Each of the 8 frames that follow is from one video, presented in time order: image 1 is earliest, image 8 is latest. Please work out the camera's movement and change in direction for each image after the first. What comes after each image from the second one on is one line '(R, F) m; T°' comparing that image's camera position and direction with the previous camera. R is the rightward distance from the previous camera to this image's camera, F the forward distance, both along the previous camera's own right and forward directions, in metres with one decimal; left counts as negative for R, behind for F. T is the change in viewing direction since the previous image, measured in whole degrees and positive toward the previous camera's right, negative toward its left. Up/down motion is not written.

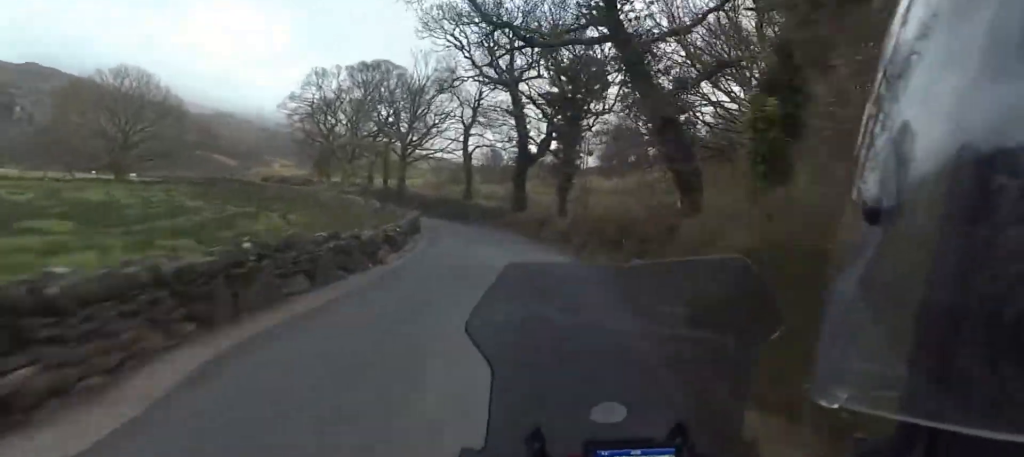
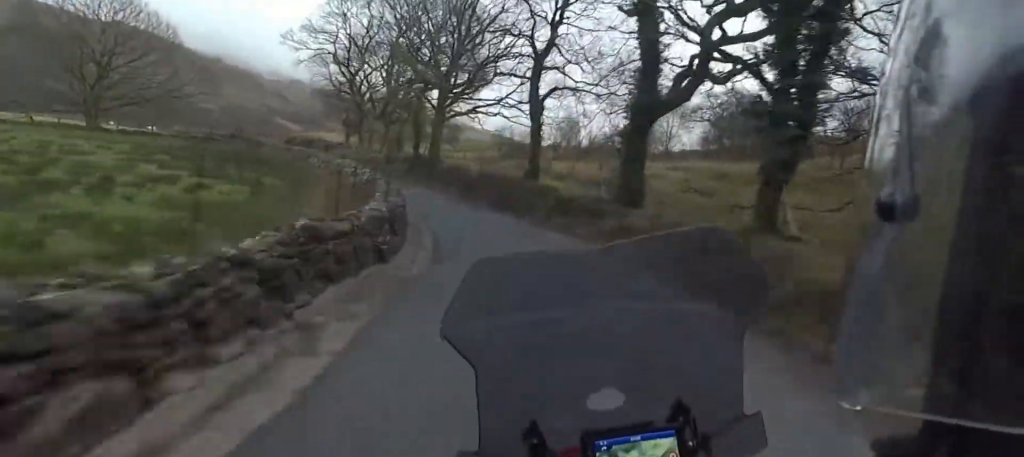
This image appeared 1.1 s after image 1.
(-0.8, +17.9) m; -7°
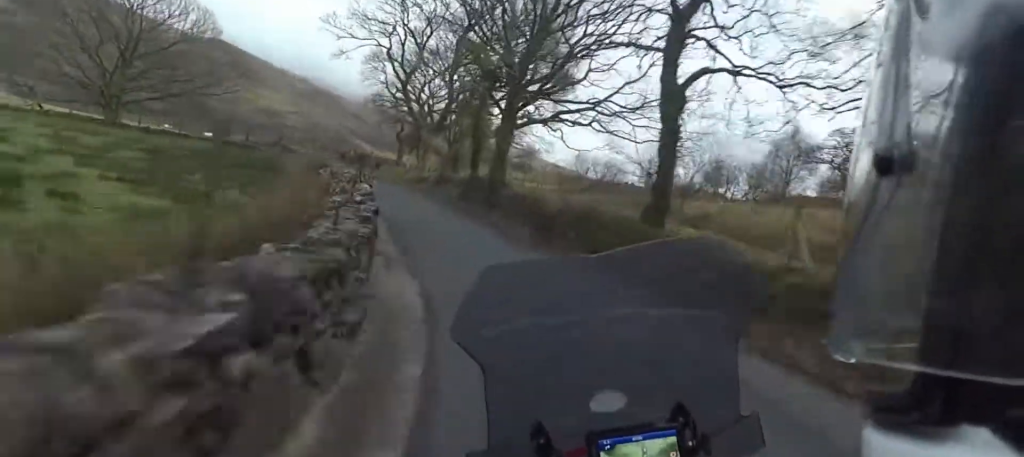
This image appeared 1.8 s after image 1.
(-0.6, +11.2) m; -6°
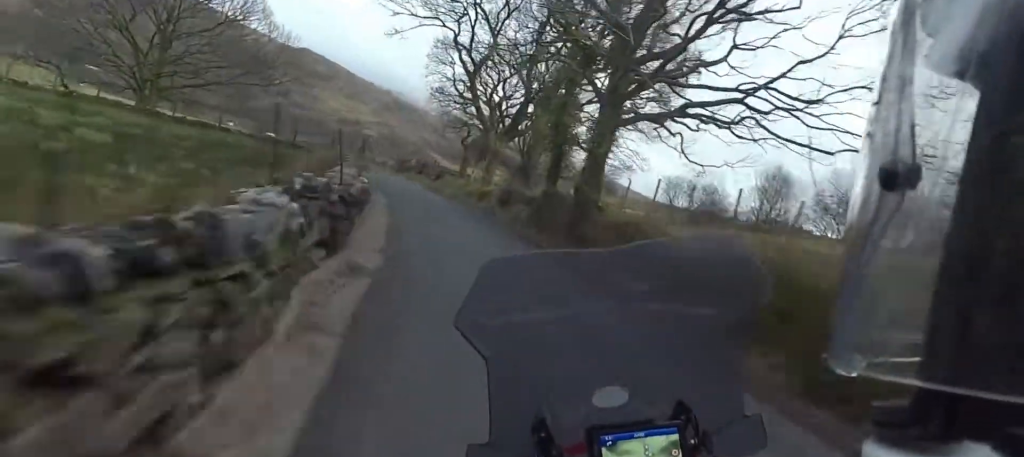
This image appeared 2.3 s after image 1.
(-0.2, +8.6) m; -6°
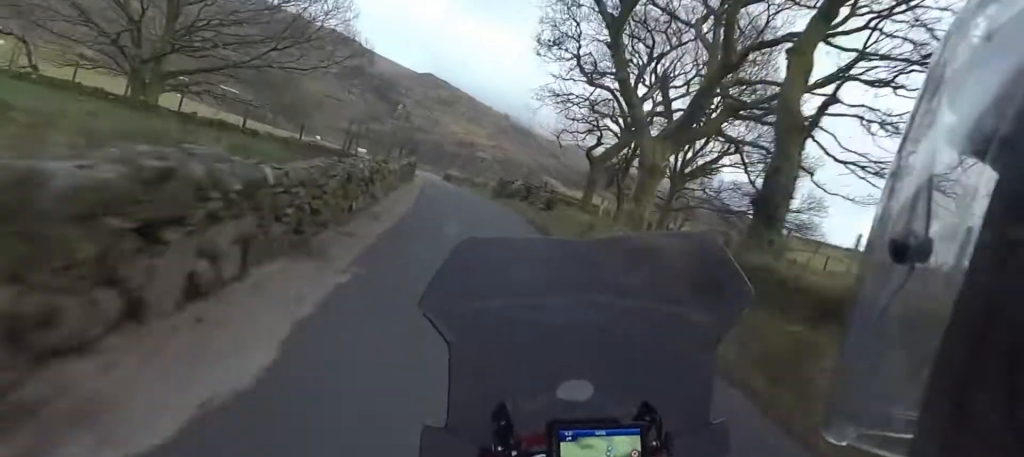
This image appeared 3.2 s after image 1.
(-1.6, +15.9) m; -8°
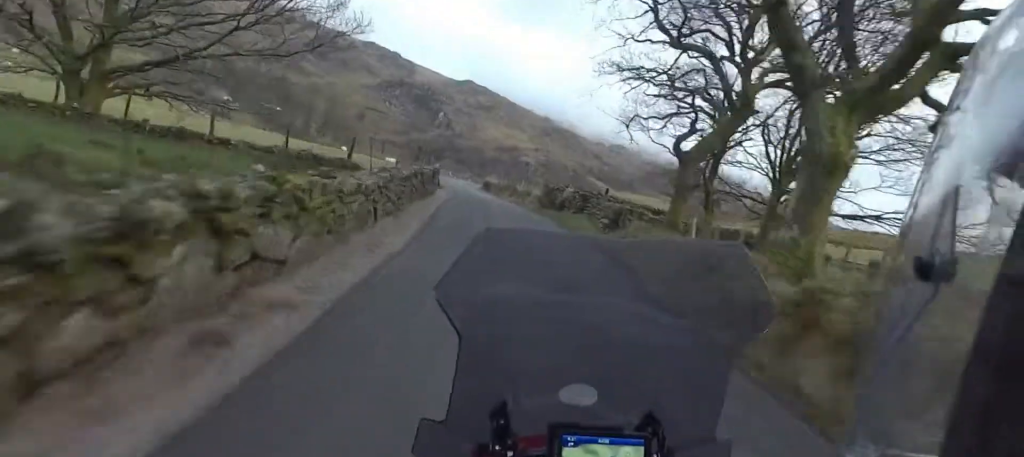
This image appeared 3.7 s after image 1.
(-0.4, +8.1) m; -3°
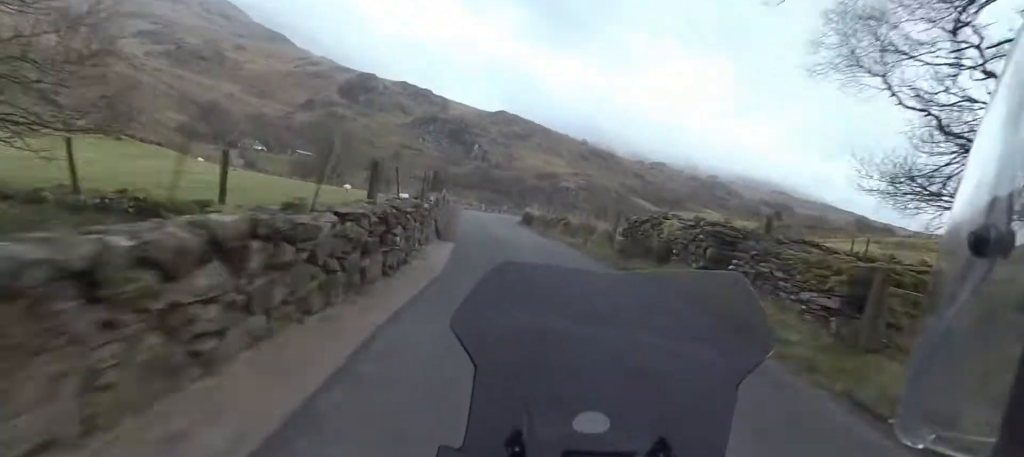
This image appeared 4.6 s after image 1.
(+0.1, +14.2) m; -5°
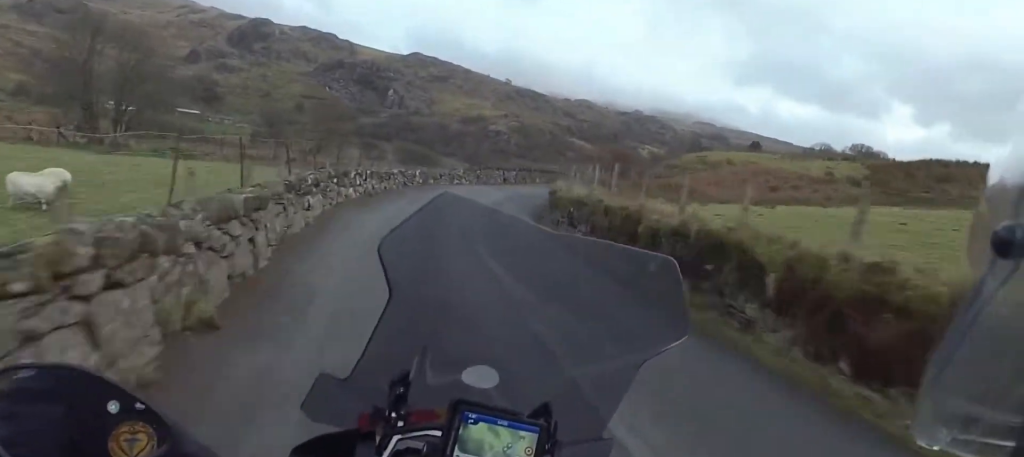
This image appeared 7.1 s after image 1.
(-2.7, +41.7) m; 0°
